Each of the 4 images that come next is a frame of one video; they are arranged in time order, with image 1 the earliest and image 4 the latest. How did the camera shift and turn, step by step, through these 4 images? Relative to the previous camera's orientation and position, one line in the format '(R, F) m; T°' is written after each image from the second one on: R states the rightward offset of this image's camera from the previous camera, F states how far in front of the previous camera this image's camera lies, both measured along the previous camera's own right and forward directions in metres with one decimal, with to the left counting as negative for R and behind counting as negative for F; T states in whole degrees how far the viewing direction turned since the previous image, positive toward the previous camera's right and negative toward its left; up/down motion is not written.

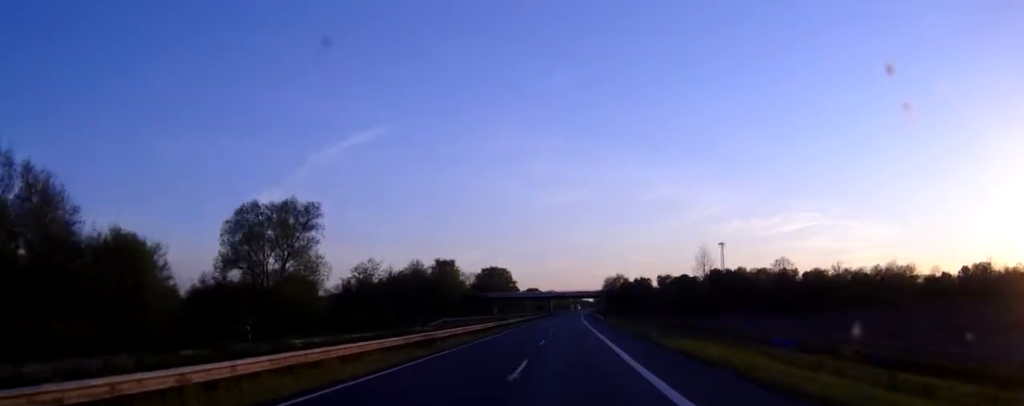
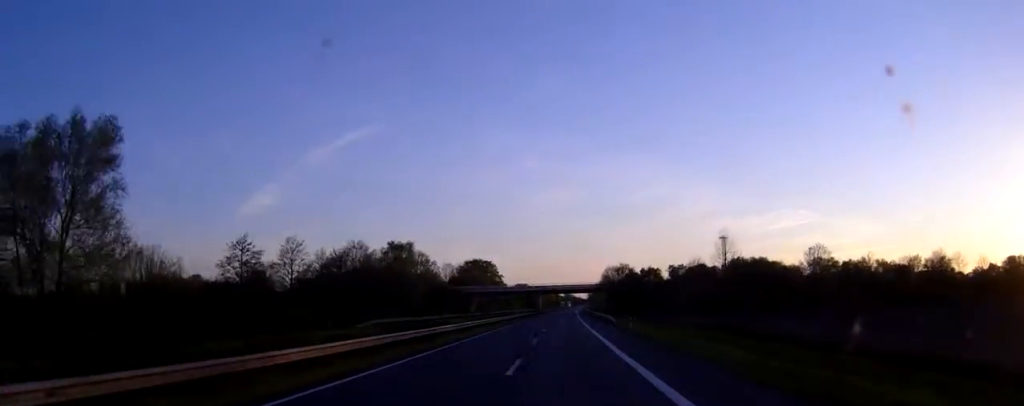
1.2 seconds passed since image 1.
(+0.2, +35.3) m; +1°
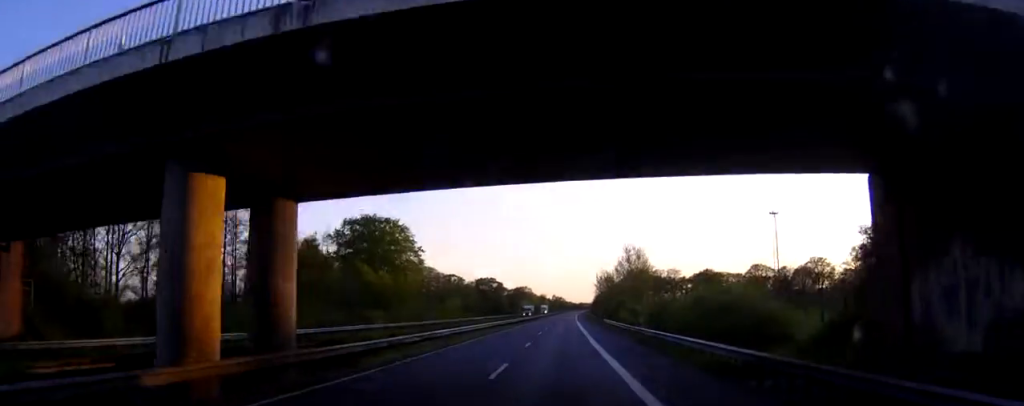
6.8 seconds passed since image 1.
(+1.0, +160.3) m; +1°
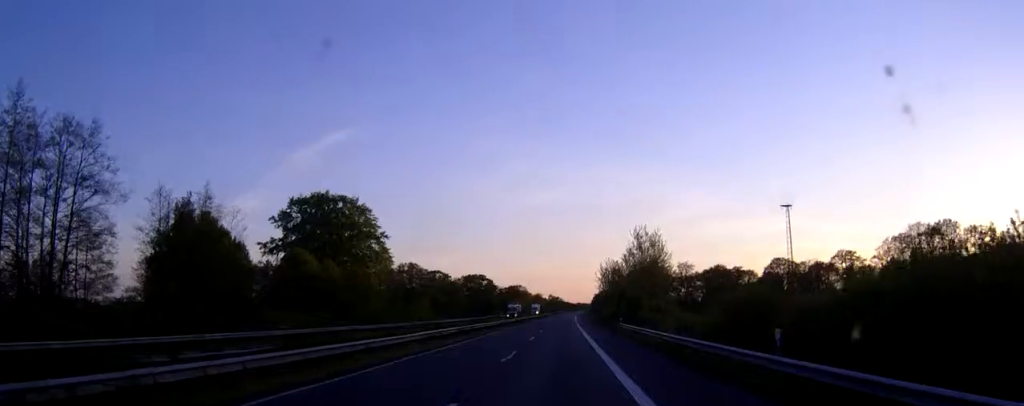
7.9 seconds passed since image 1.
(+0.2, +29.6) m; 0°
